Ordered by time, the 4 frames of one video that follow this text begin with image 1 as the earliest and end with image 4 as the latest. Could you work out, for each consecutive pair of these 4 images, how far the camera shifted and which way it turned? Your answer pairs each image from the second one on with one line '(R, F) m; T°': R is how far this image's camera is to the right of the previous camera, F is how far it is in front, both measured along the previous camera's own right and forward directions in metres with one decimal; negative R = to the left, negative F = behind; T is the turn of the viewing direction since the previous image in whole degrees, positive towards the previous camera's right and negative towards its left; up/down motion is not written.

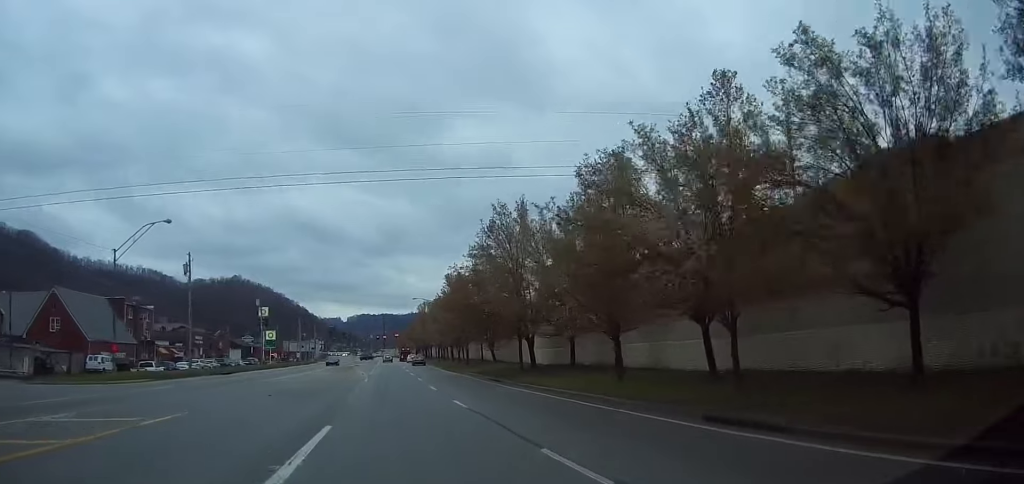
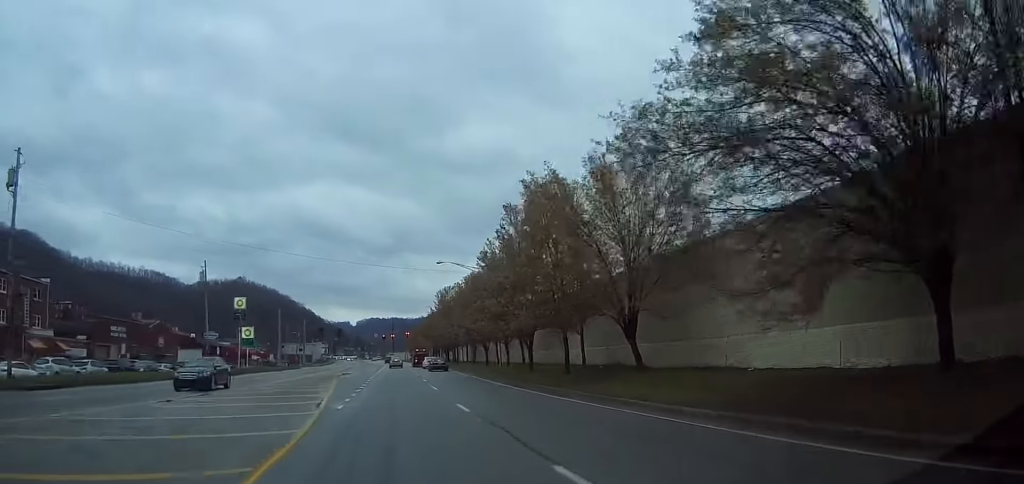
(+0.5, +38.5) m; 0°
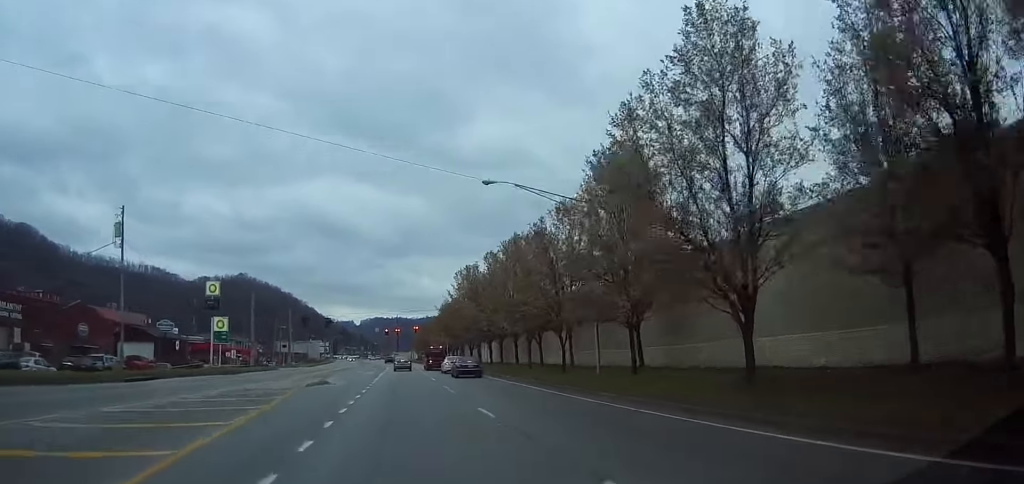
(+0.1, +26.3) m; 0°
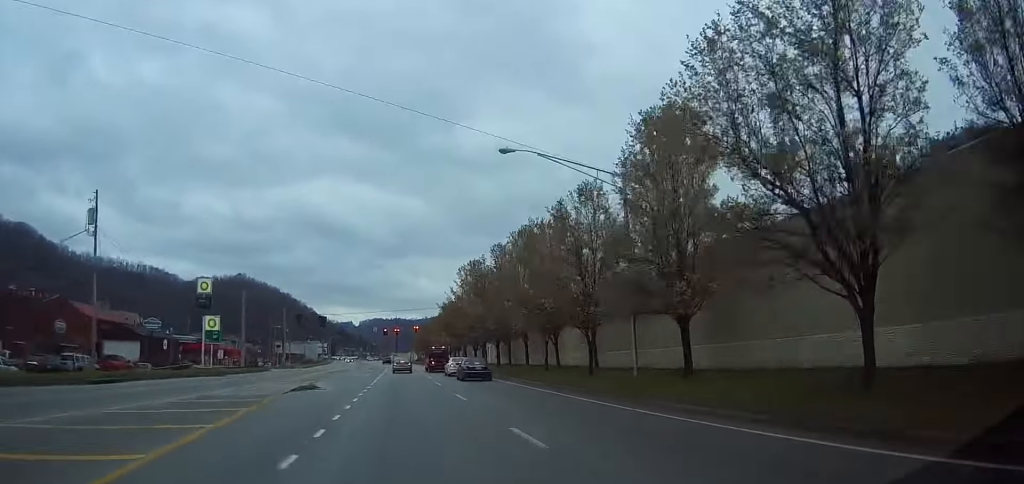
(0.0, +5.1) m; 0°
